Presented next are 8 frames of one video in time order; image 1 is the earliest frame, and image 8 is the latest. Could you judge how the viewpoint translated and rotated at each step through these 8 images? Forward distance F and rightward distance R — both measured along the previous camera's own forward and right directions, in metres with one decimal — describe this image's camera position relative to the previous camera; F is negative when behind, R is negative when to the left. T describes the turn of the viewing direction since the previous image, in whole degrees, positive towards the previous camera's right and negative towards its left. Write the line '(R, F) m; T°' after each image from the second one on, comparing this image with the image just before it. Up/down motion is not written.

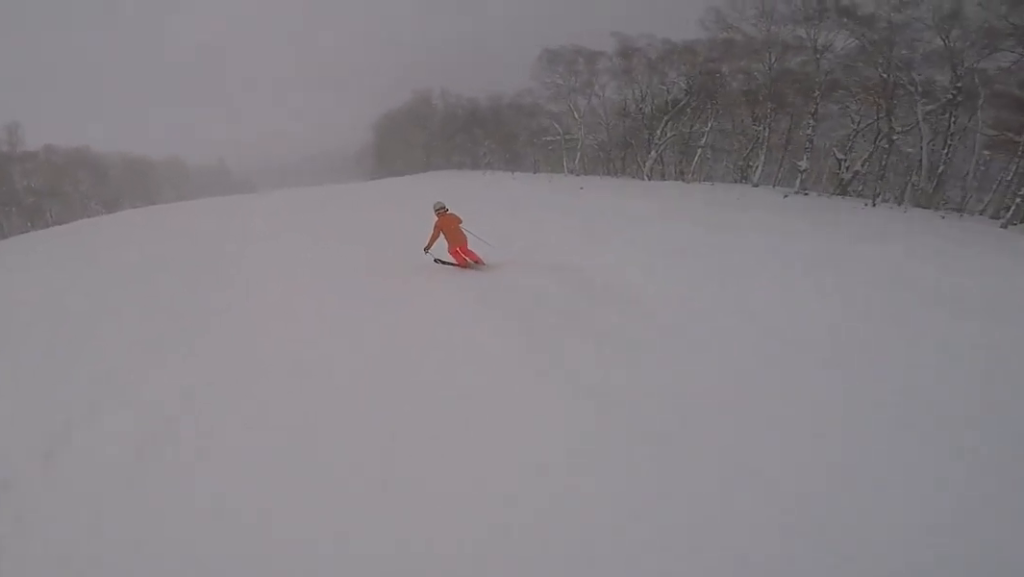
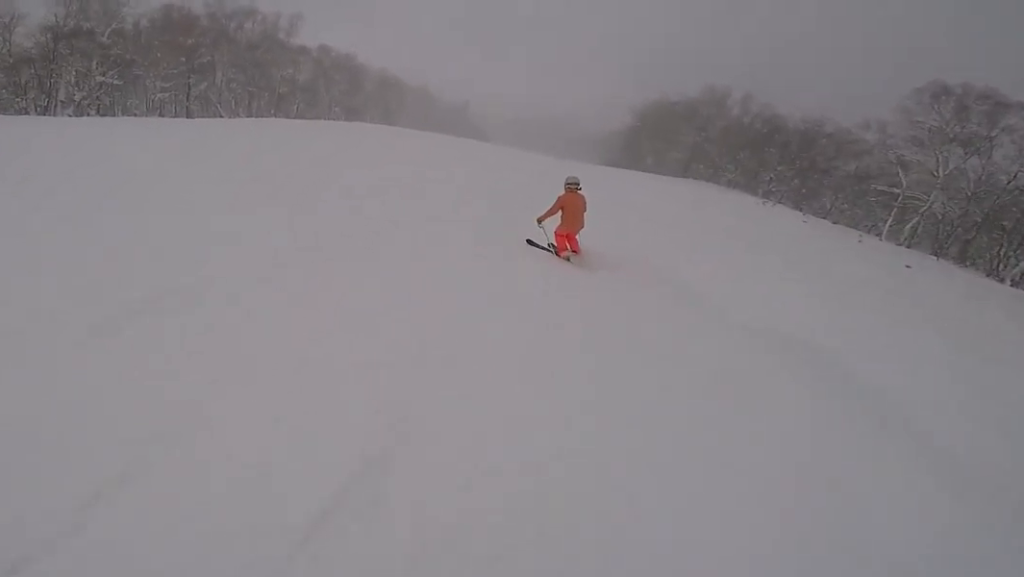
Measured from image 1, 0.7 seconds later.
(-0.9, +6.1) m; -3°
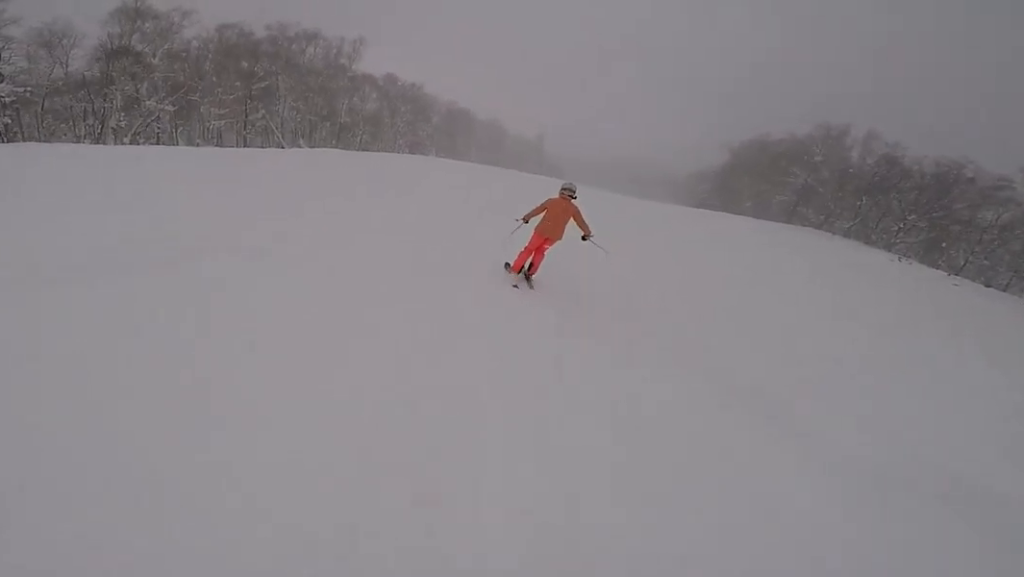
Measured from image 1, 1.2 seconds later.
(0.0, +4.7) m; 0°
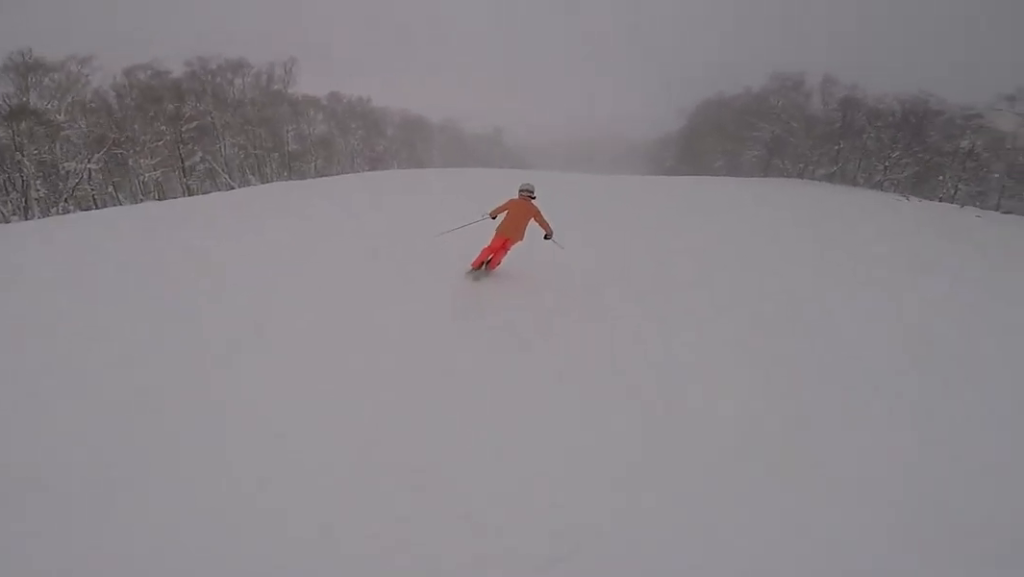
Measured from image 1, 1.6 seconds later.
(+0.2, +3.6) m; +2°
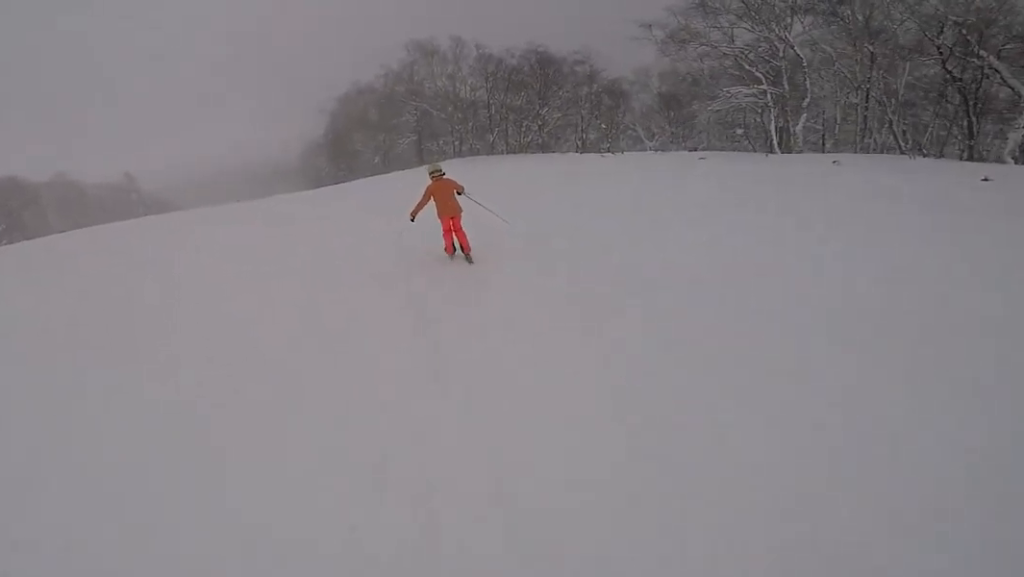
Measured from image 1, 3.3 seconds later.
(+1.5, +14.3) m; +12°
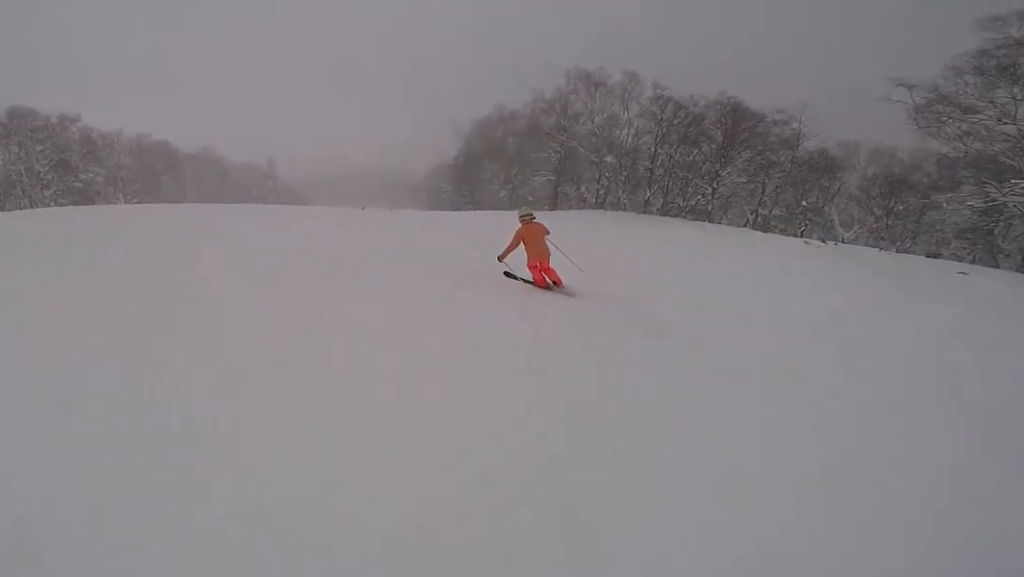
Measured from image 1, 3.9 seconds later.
(+1.3, +5.5) m; -3°
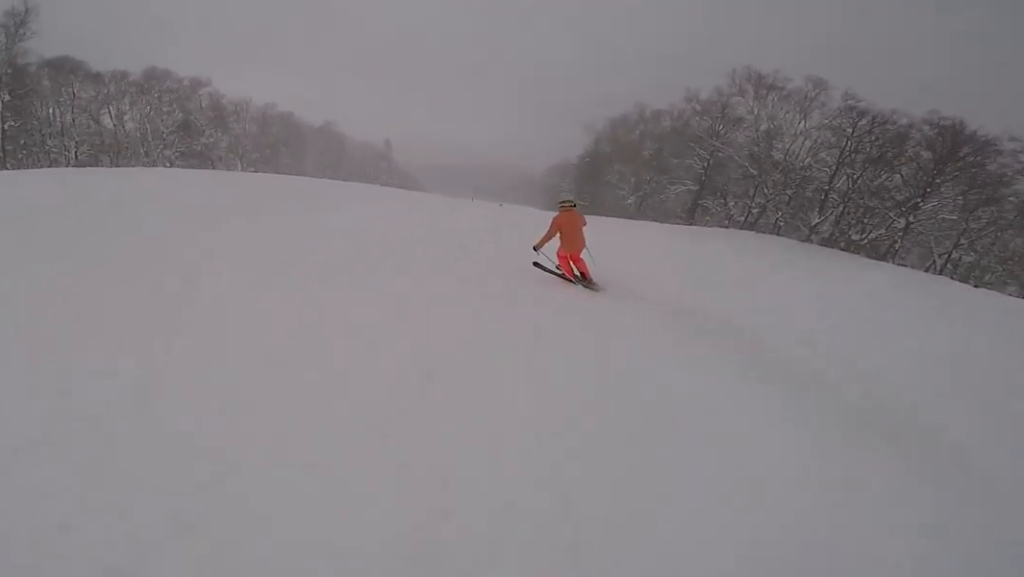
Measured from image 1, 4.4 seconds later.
(-0.9, +3.5) m; -8°
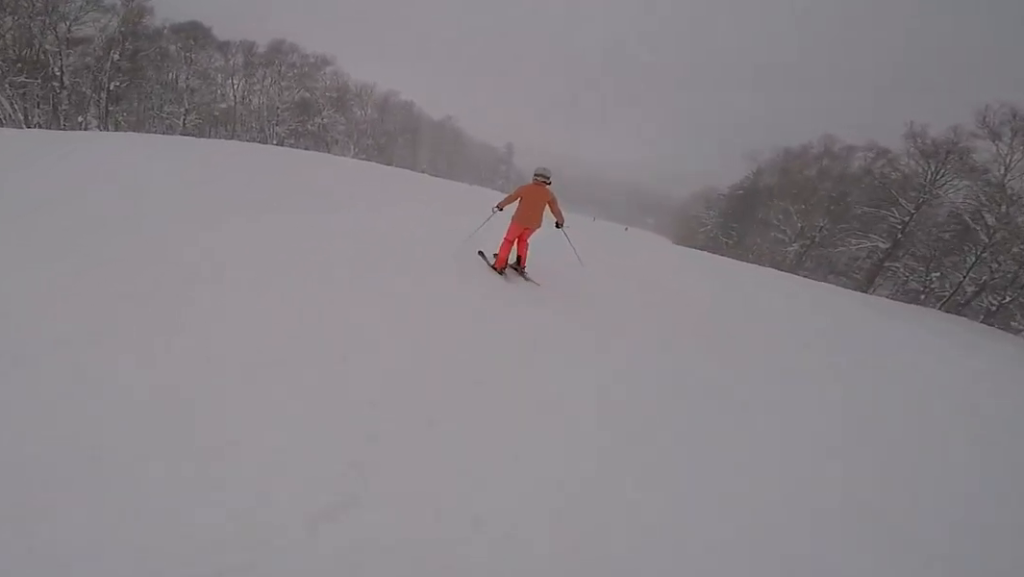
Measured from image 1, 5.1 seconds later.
(-0.9, +5.5) m; -10°
